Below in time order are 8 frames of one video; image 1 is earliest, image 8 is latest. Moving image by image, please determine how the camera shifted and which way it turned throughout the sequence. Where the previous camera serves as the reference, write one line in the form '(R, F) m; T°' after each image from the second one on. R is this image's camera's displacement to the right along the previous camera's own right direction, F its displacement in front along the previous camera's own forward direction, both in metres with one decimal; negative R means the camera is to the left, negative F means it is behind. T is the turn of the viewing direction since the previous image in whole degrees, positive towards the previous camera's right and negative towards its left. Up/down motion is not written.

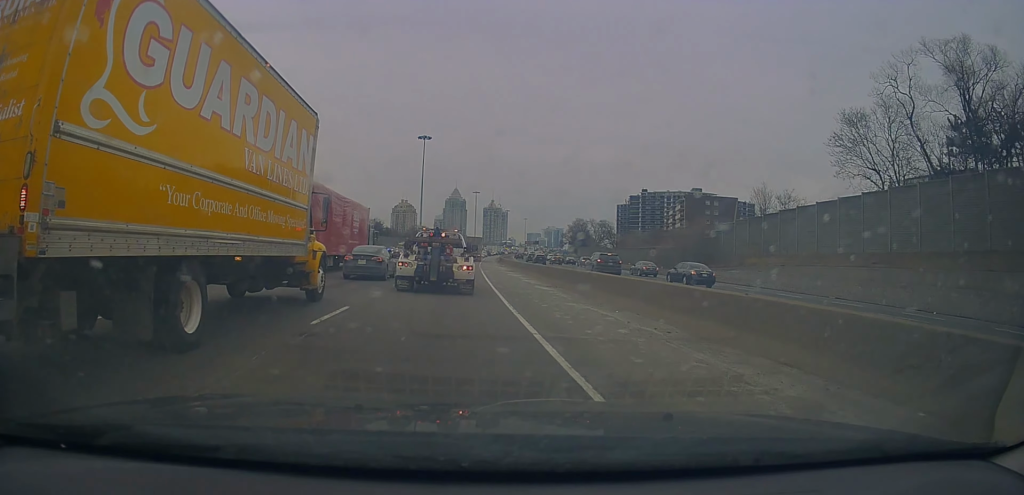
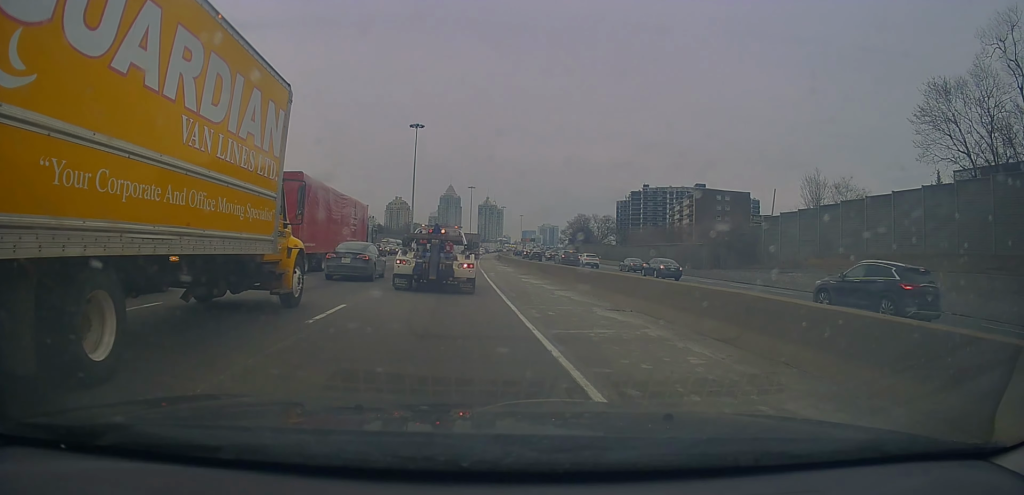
(+0.3, +11.7) m; 0°
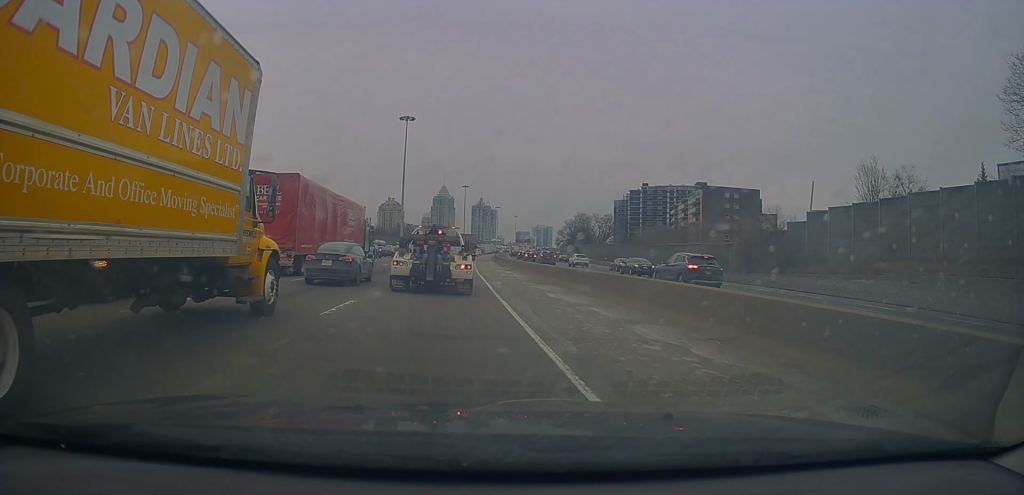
(-0.4, +10.3) m; -2°
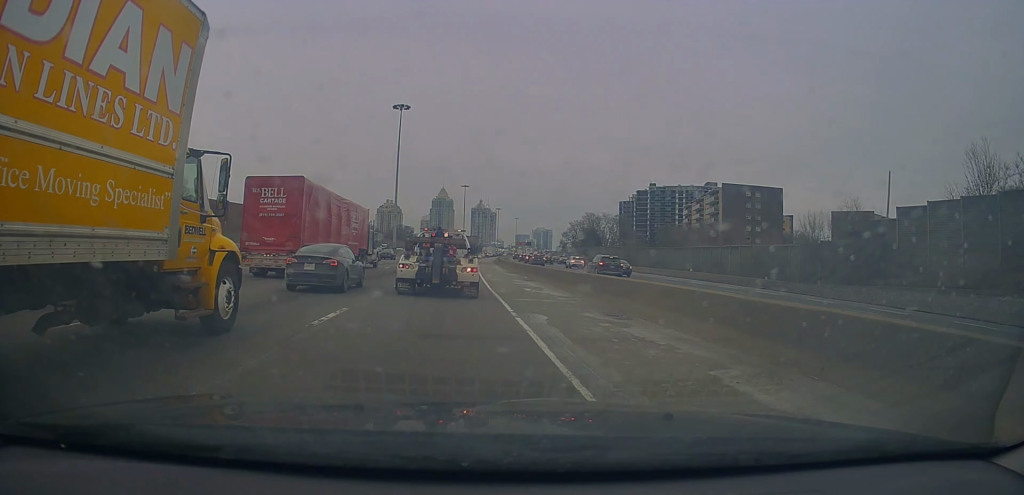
(-0.1, +12.4) m; -1°
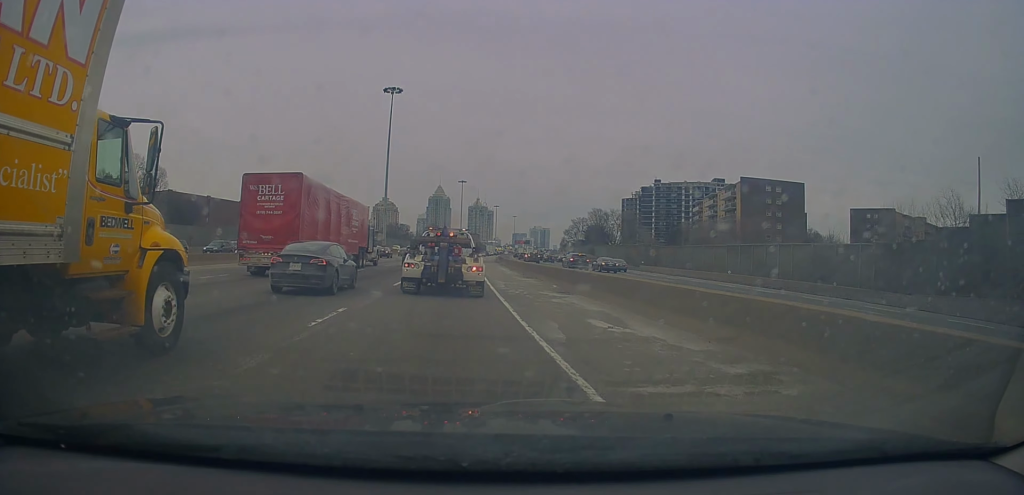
(0.0, +9.7) m; +2°
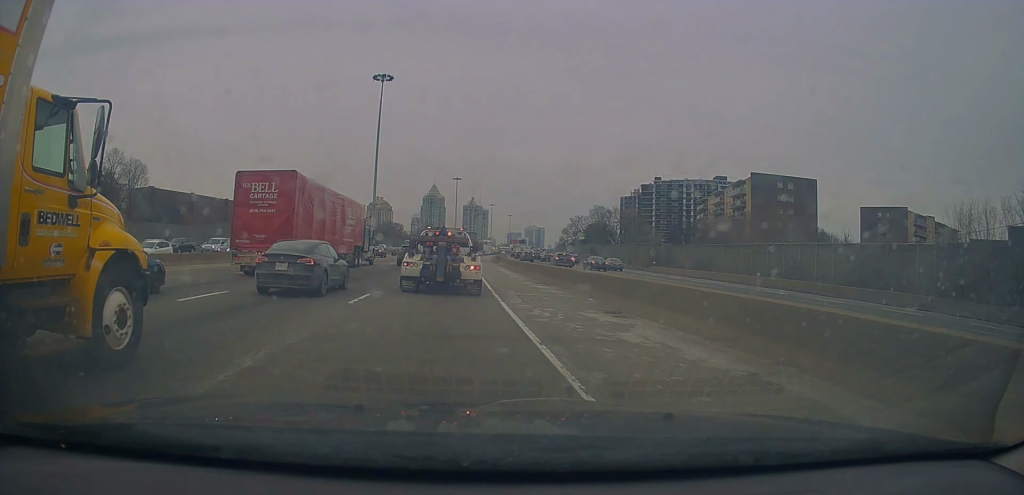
(0.0, +6.3) m; +3°
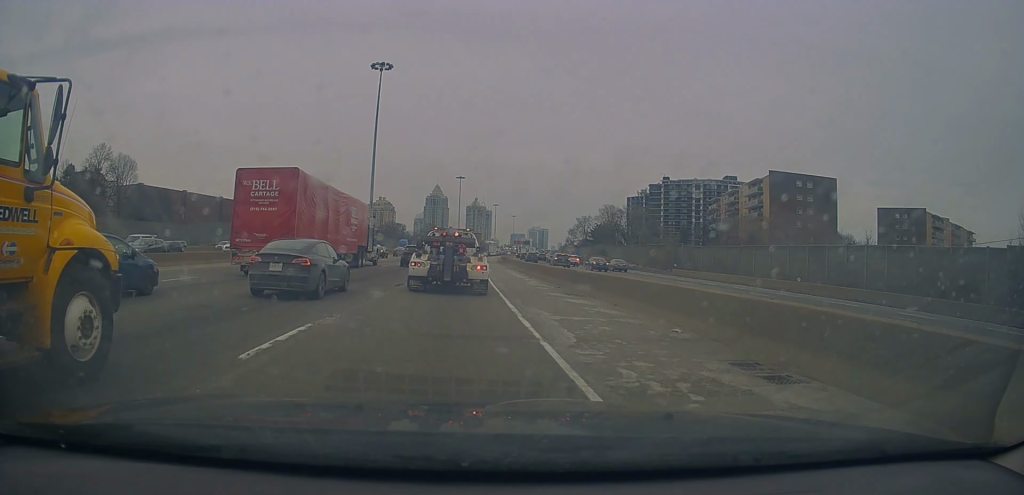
(+0.4, +6.1) m; +1°
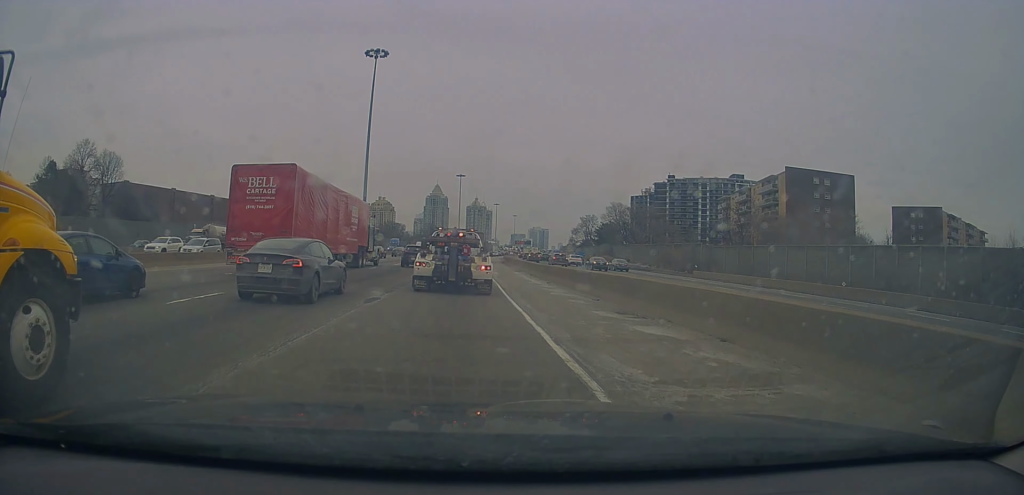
(0.0, +5.7) m; 0°
